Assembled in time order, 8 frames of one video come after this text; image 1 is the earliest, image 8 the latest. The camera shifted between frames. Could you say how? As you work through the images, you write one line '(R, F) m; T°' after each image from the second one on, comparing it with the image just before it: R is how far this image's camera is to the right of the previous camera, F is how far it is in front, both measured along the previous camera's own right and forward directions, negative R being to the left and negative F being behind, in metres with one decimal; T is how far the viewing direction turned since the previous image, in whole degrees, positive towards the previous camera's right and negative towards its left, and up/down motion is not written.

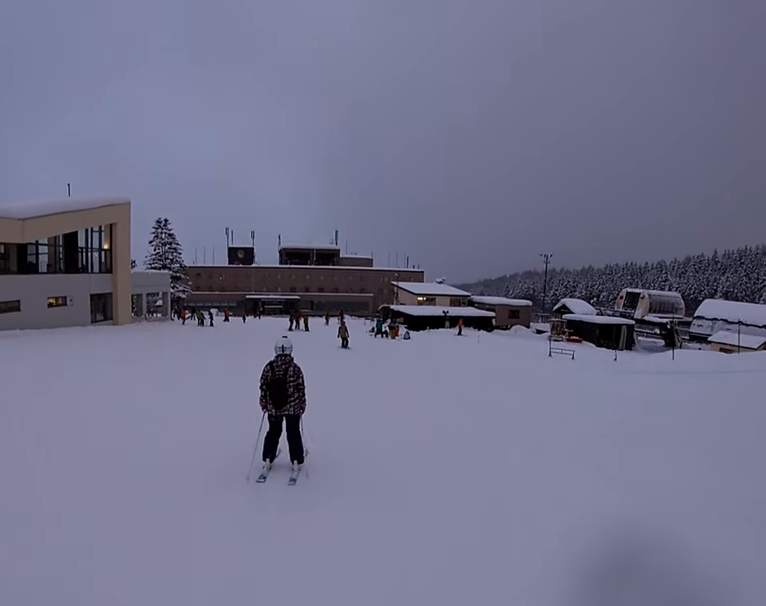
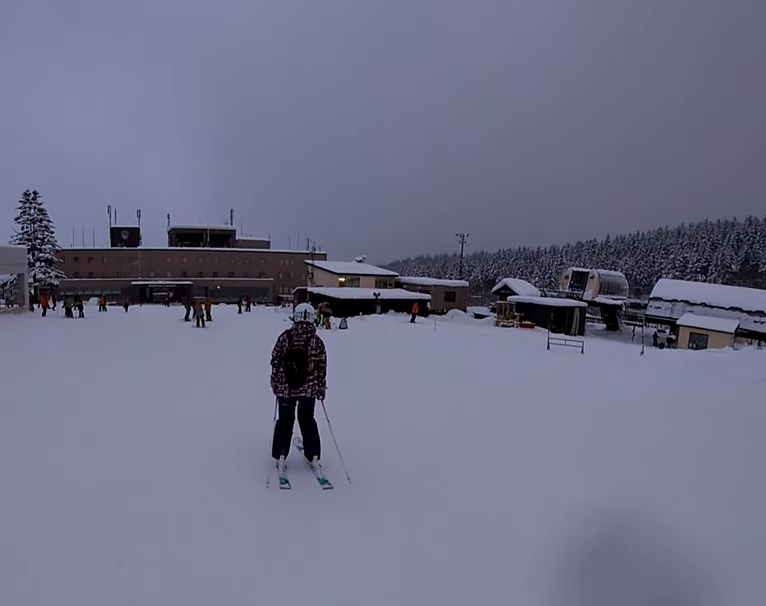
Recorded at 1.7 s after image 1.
(+0.6, +10.1) m; +12°
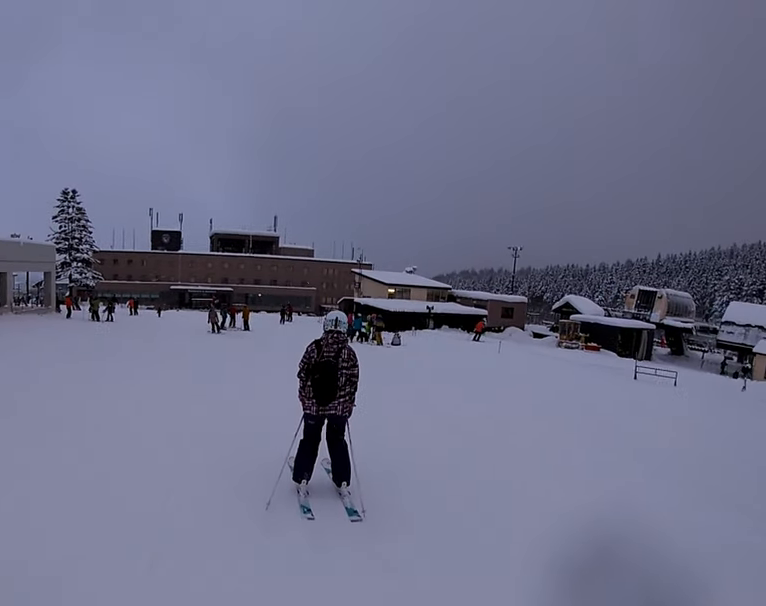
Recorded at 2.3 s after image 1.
(+0.2, +3.4) m; -3°
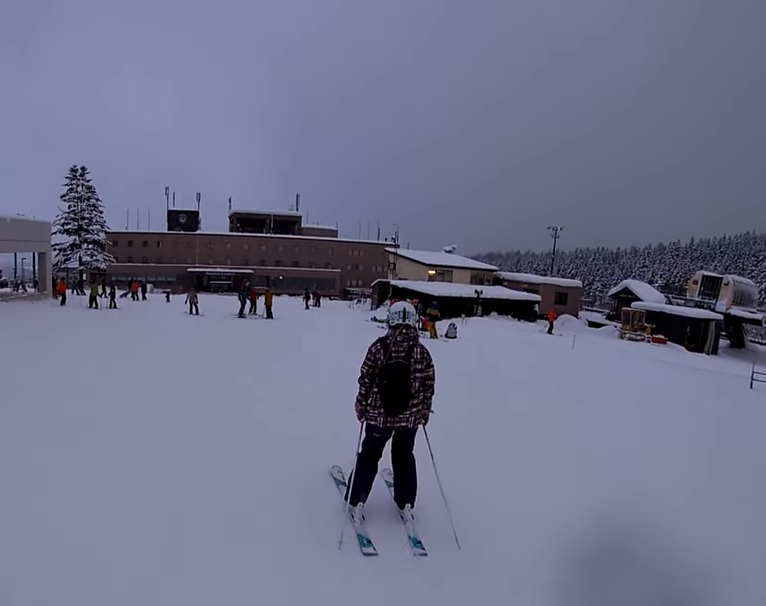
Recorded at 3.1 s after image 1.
(-0.4, +4.9) m; -8°
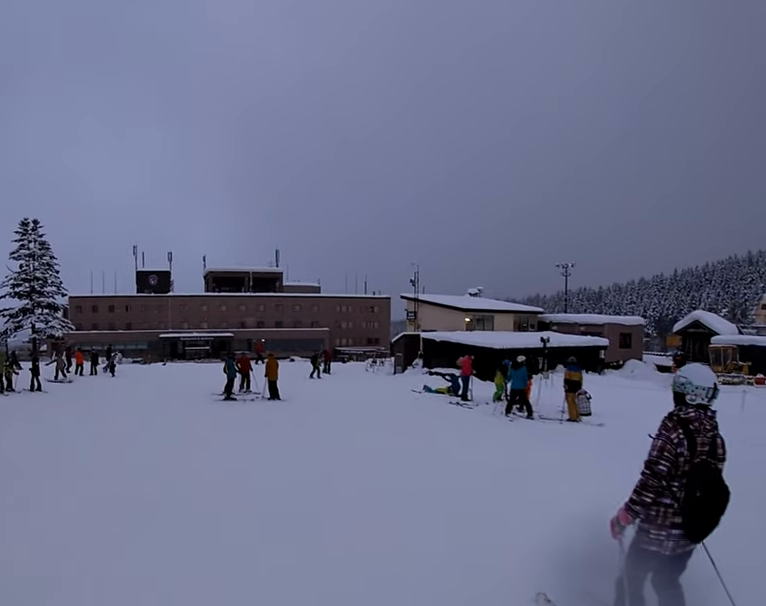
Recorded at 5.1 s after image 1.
(-0.1, +10.1) m; +3°
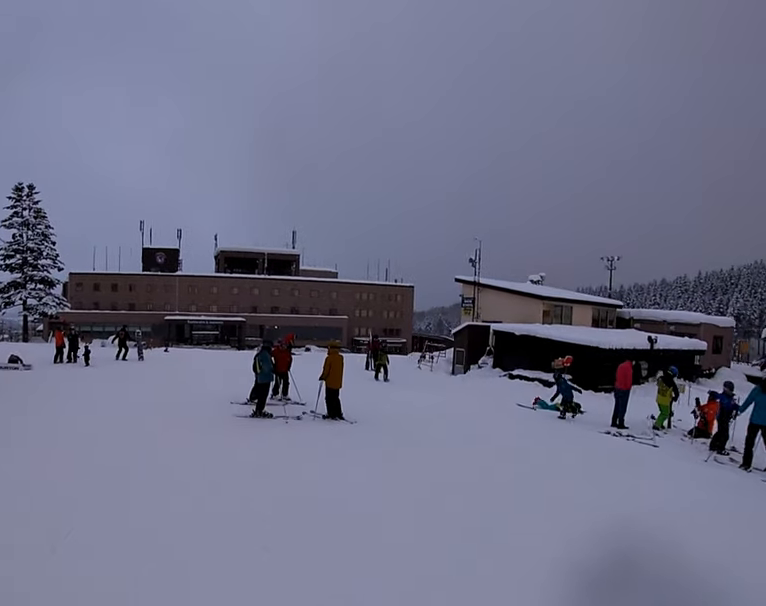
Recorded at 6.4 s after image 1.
(-0.2, +6.3) m; +1°
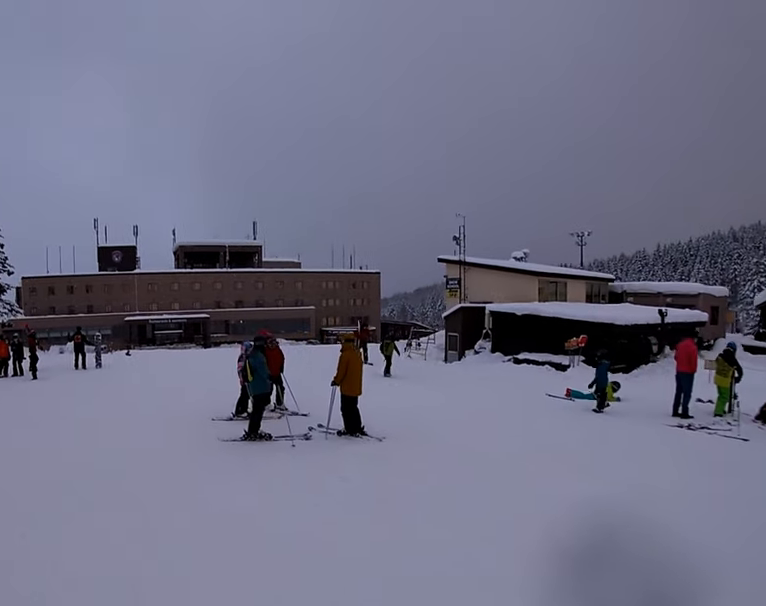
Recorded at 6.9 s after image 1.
(+0.1, +2.5) m; 0°
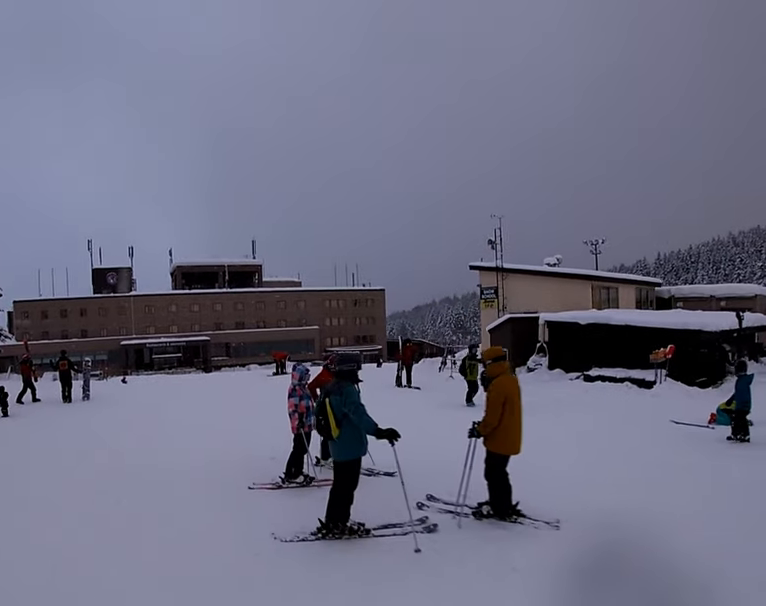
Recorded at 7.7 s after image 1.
(+0.3, +3.3) m; 0°
